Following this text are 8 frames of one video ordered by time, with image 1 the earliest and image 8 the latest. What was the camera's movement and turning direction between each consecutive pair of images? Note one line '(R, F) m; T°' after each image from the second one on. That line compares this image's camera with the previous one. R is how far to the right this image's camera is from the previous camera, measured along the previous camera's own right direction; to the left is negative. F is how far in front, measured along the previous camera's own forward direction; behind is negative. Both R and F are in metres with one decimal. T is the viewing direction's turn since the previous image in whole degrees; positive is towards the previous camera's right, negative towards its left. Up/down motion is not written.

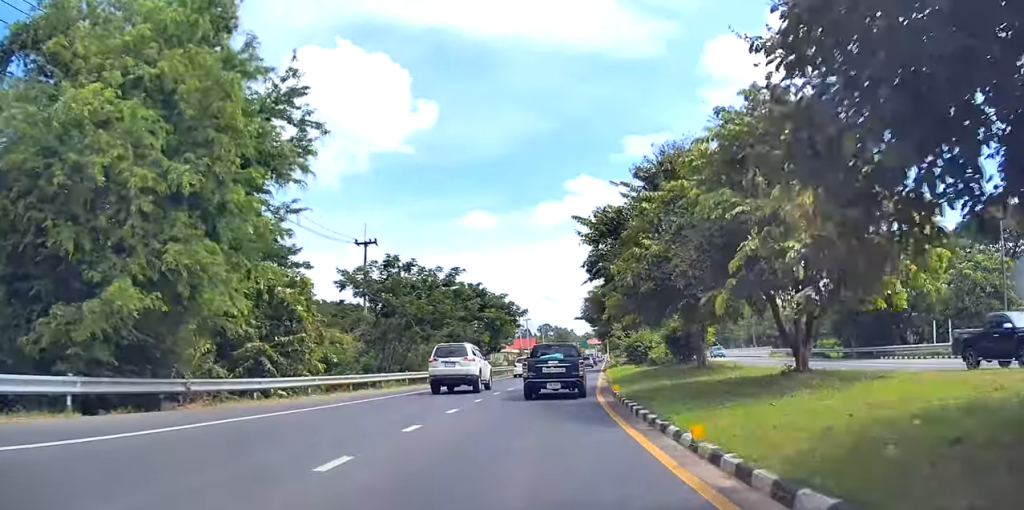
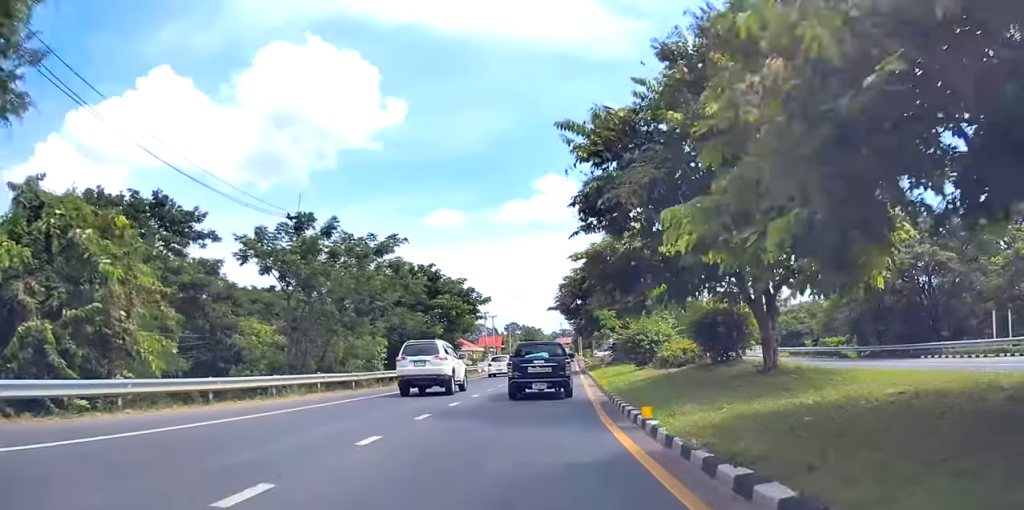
(+0.4, +9.8) m; +3°
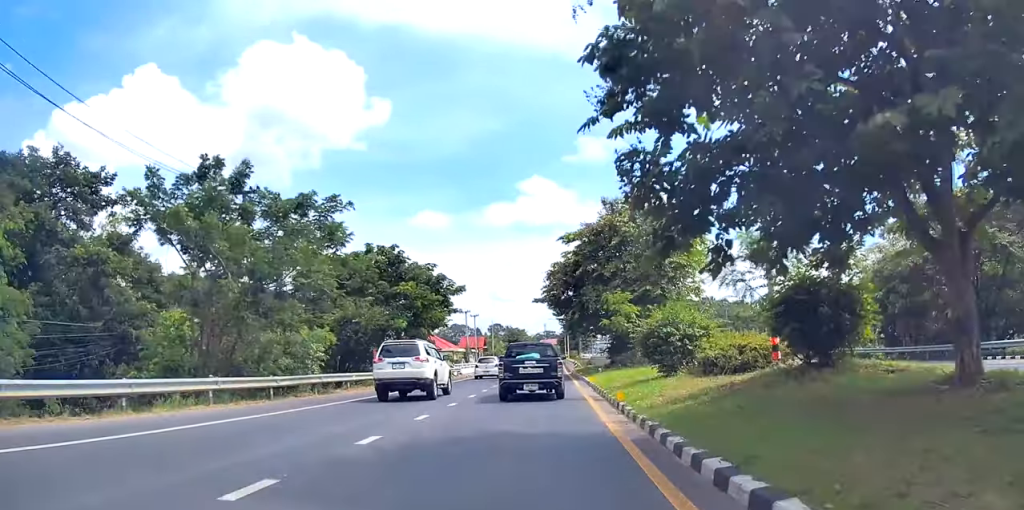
(+0.3, +7.9) m; +2°
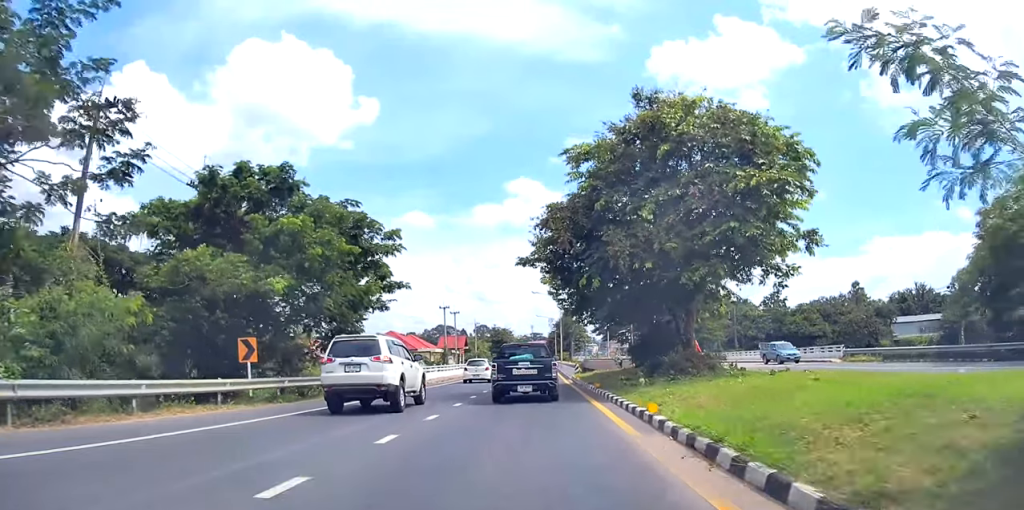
(+0.2, +16.7) m; 0°
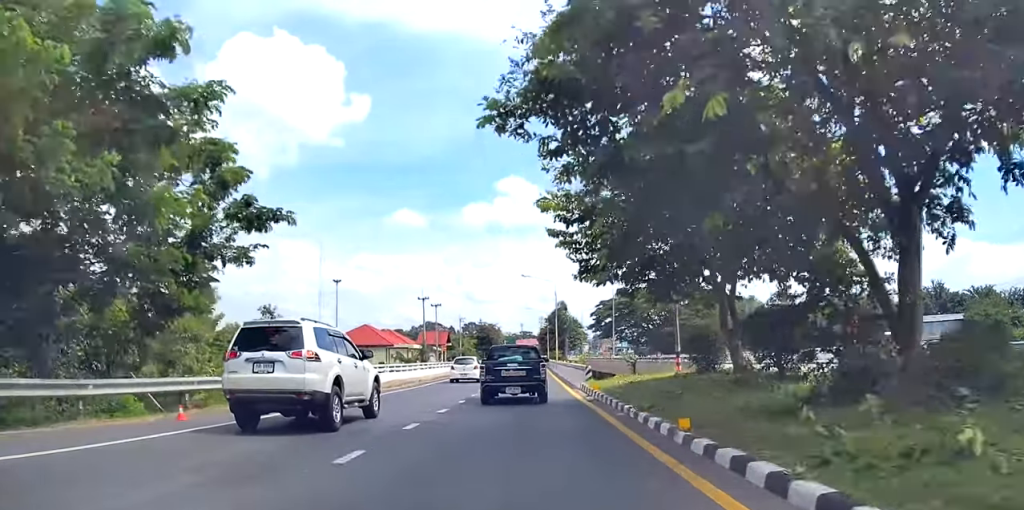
(0.0, +14.9) m; 0°
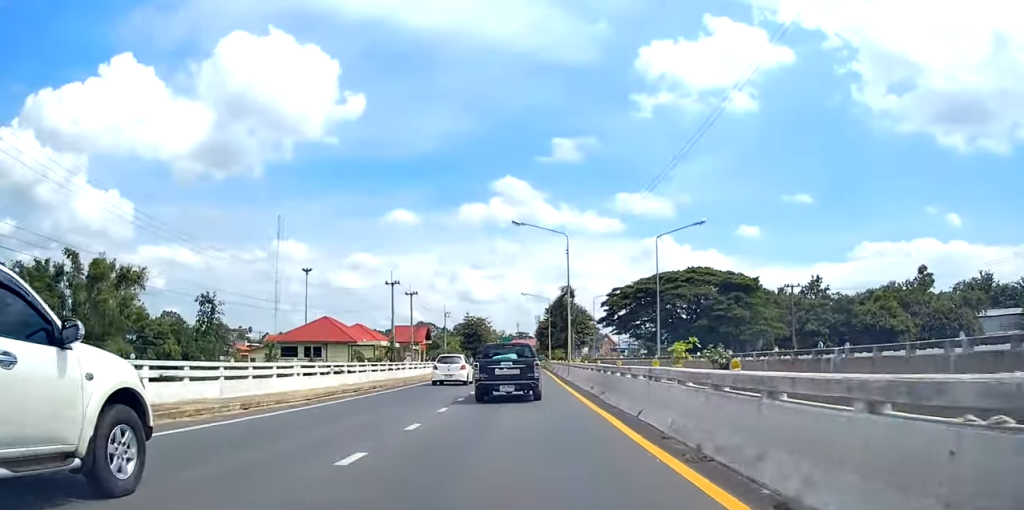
(+0.2, +25.3) m; 0°
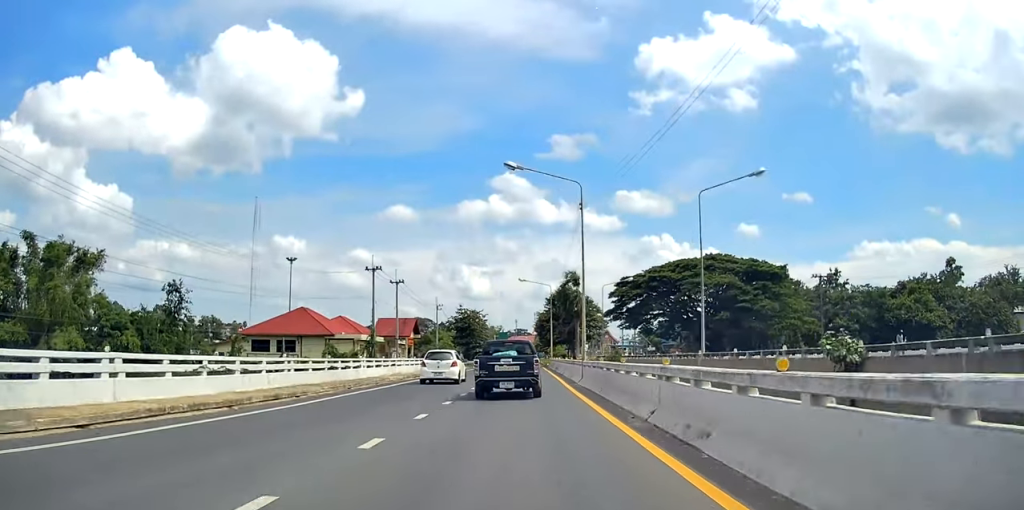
(0.0, +11.9) m; 0°
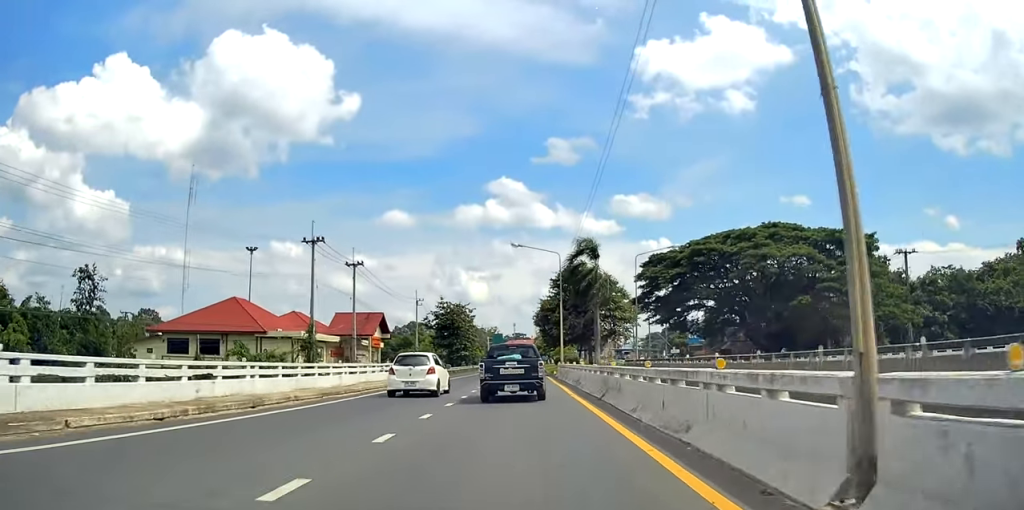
(+0.8, +23.9) m; +2°
